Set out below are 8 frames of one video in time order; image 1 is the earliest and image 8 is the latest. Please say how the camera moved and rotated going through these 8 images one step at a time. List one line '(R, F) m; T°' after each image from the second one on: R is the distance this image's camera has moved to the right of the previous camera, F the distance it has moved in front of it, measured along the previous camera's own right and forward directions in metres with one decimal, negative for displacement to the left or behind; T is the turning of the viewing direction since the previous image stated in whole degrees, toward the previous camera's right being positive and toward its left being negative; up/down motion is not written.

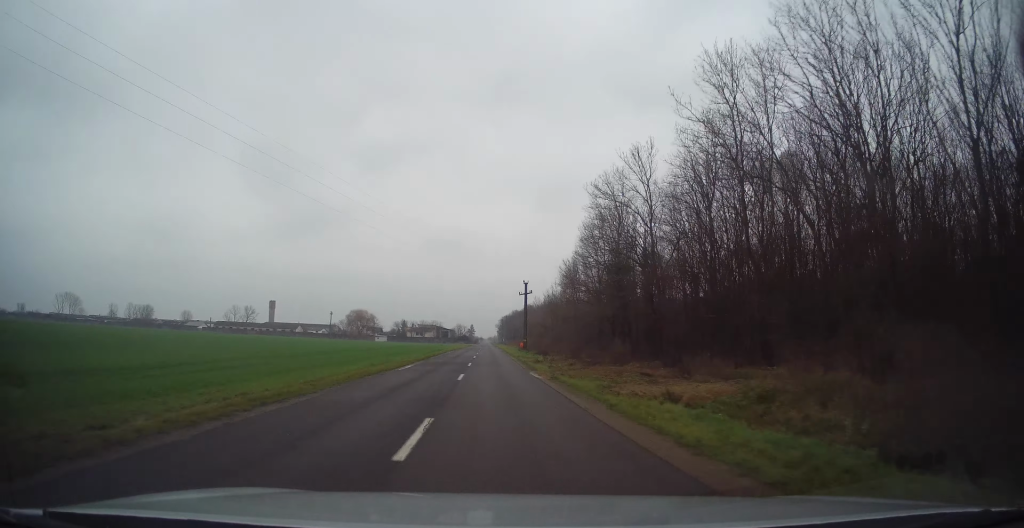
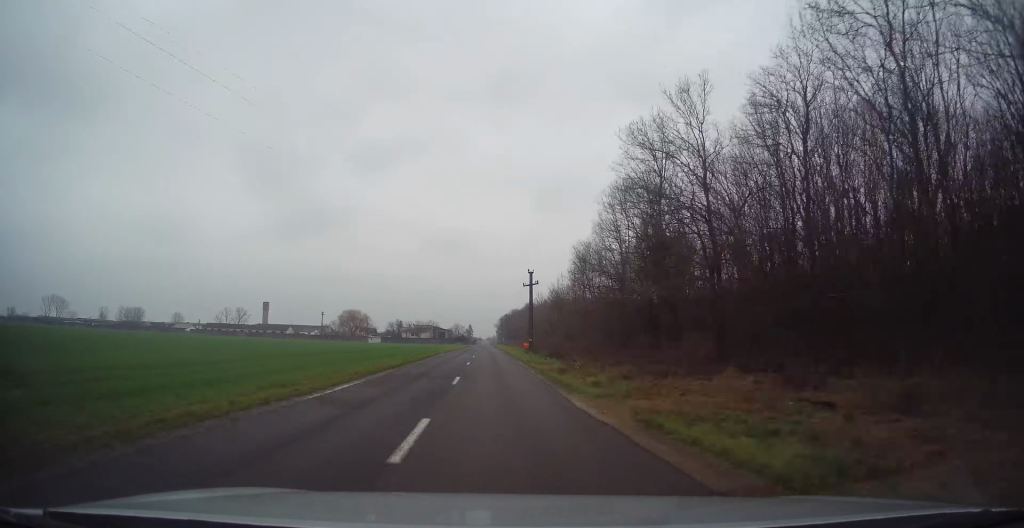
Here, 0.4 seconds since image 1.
(+0.1, +11.5) m; 0°
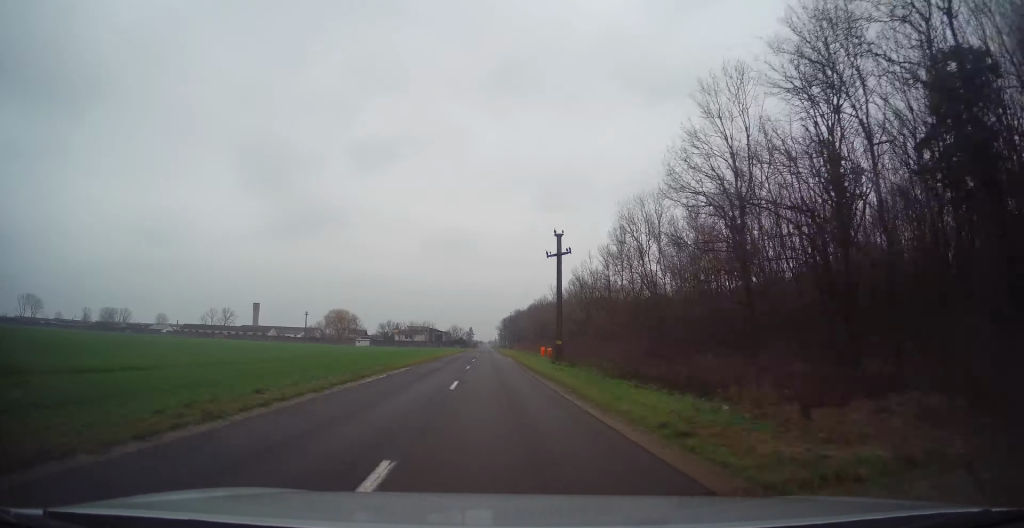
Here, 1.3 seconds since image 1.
(-0.2, +25.3) m; 0°
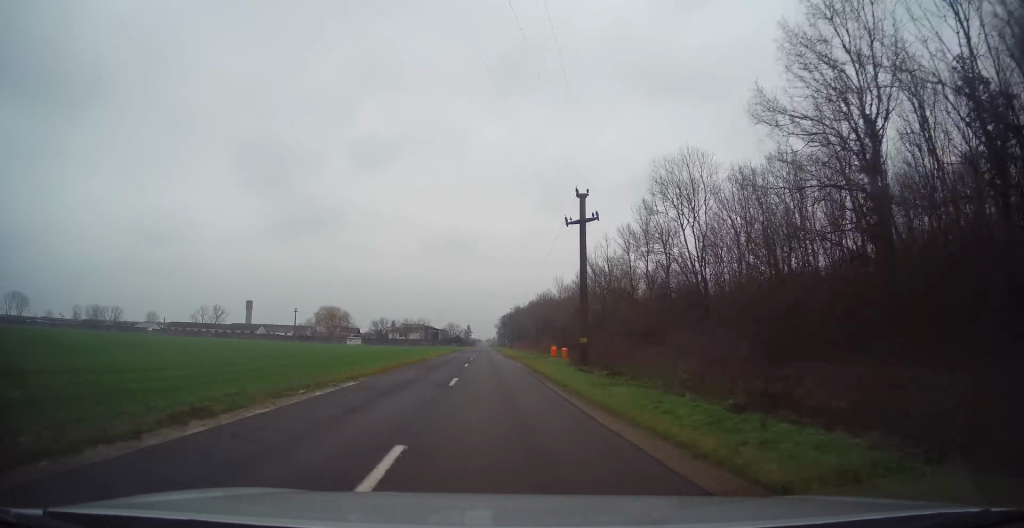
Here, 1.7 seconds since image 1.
(-0.1, +11.1) m; 0°
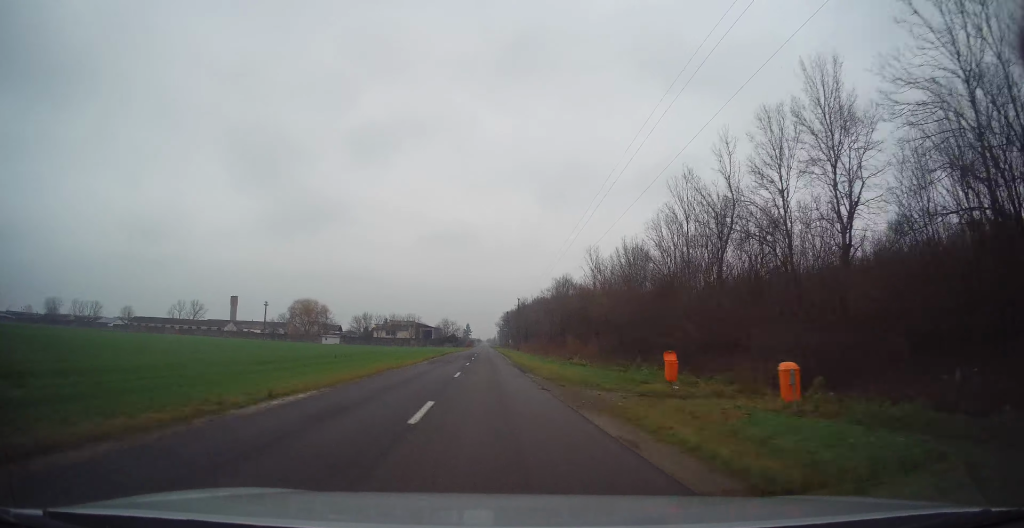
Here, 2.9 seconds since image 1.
(+0.3, +30.2) m; 0°
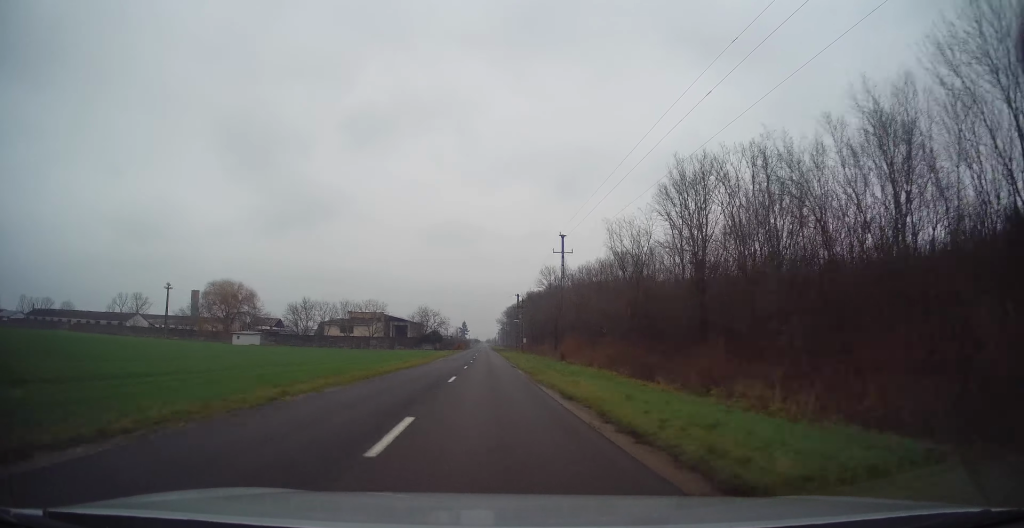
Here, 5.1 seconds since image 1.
(+0.1, +60.7) m; 0°
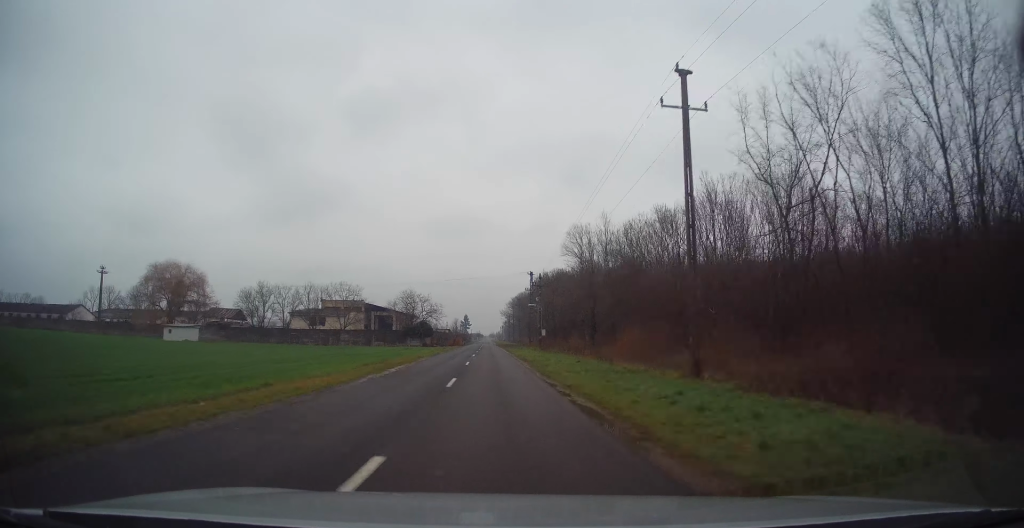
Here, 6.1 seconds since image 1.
(-0.2, +27.1) m; 0°
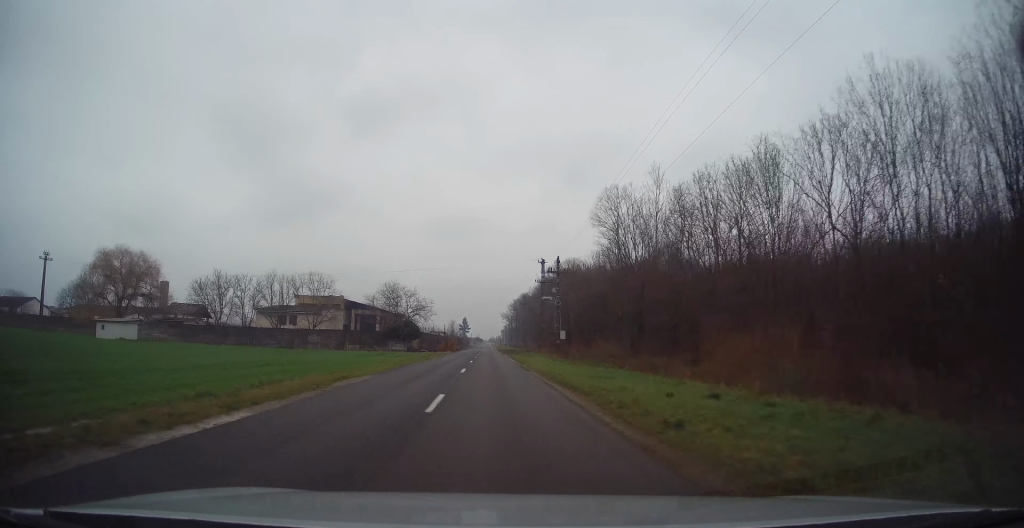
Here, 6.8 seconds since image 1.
(0.0, +16.7) m; 0°
